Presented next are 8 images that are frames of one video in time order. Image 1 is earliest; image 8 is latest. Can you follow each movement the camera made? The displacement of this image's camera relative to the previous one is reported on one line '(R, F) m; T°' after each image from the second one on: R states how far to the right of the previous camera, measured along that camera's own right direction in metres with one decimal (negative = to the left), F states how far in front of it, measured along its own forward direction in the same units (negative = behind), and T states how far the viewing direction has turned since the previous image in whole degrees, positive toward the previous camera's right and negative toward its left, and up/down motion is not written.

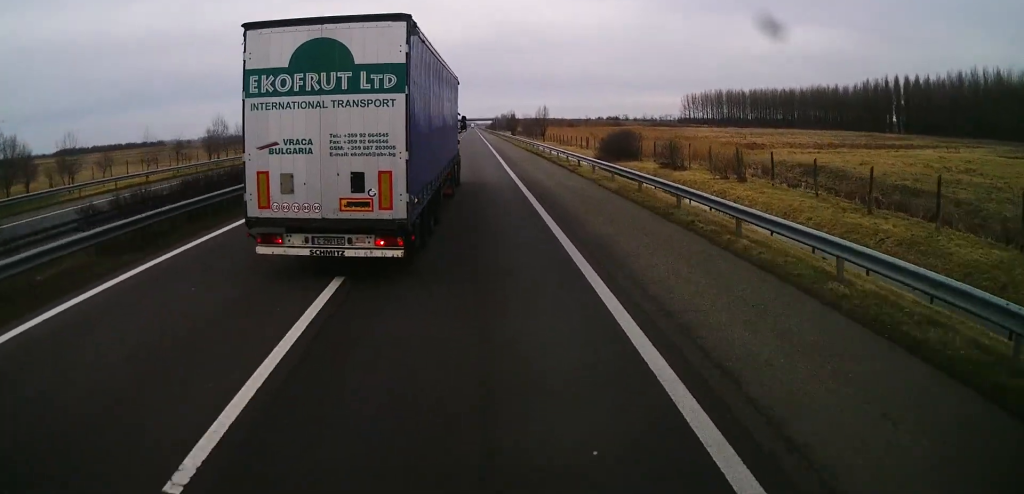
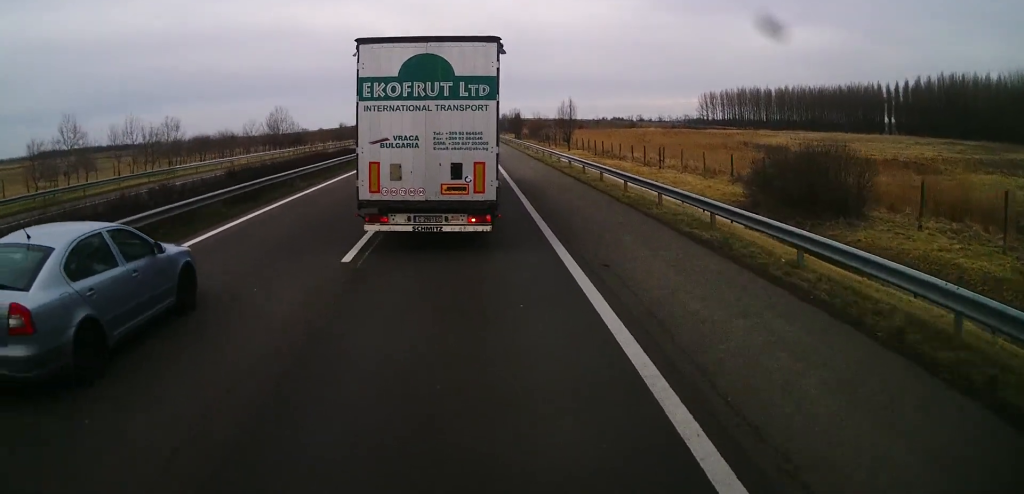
(0.0, +46.9) m; 0°
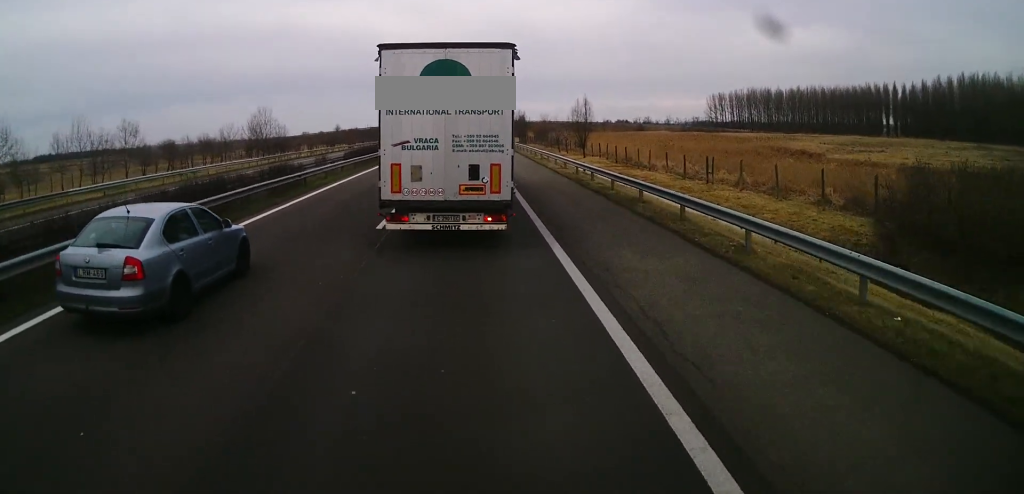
(0.0, +13.9) m; 0°
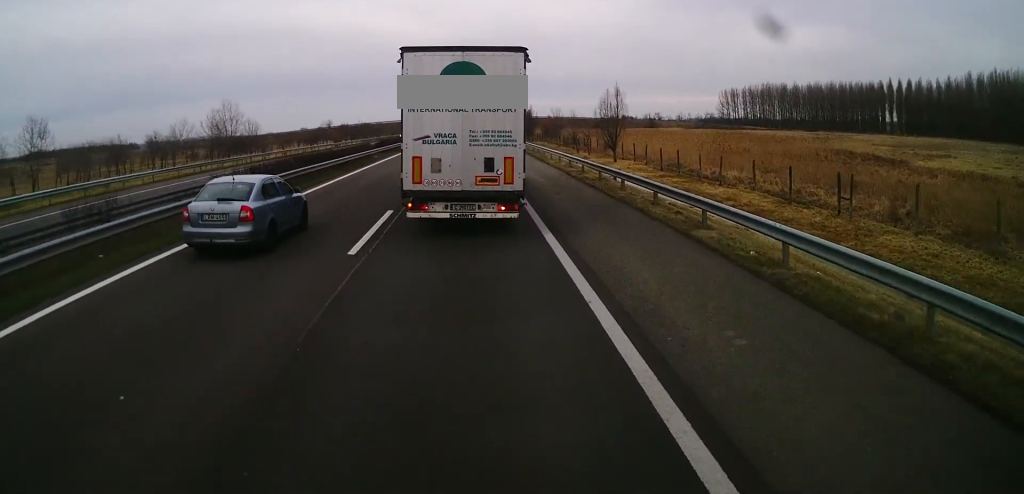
(0.0, +21.5) m; +1°
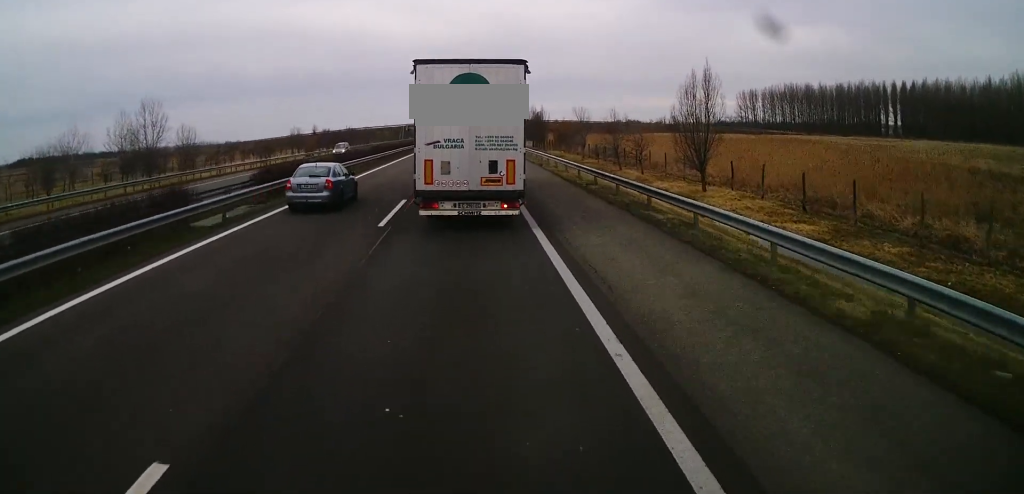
(-0.1, +31.4) m; -1°
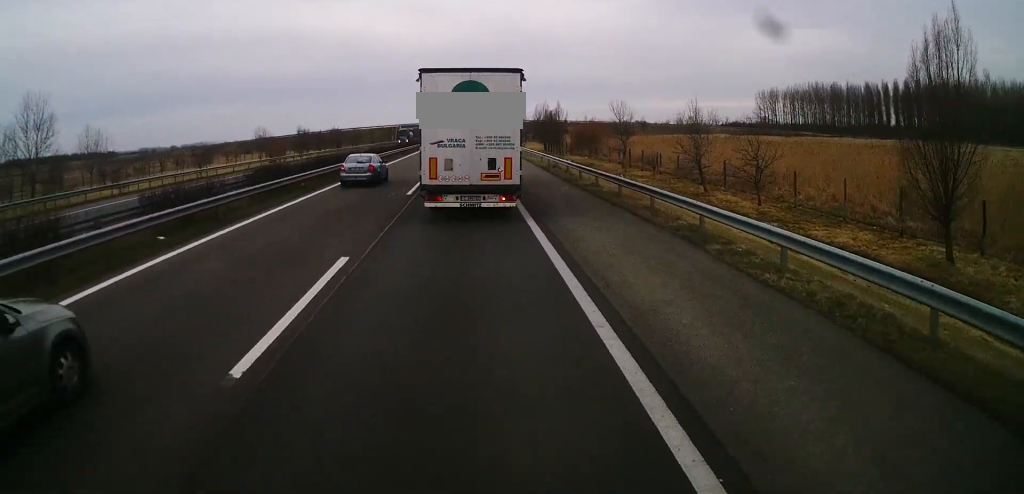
(+0.1, +28.3) m; +1°
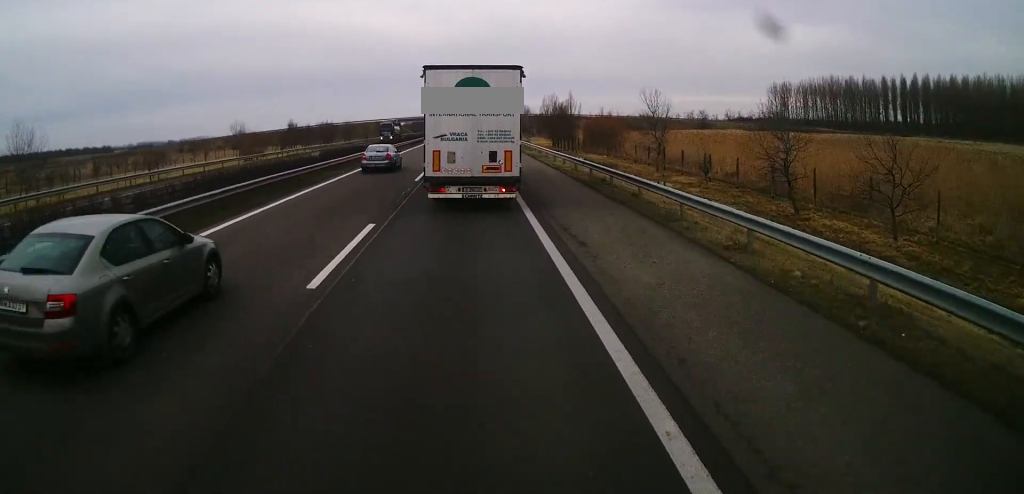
(+0.1, +14.6) m; 0°
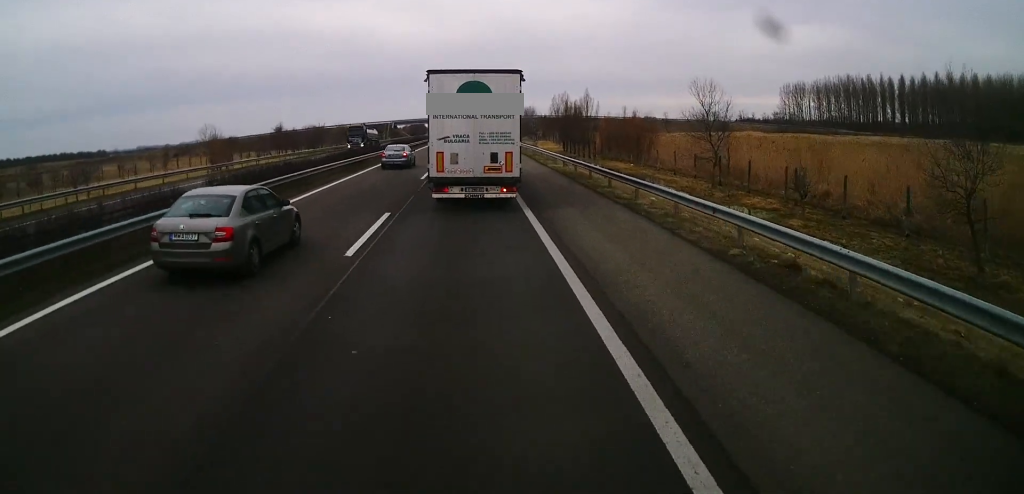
(-0.2, +15.4) m; 0°
